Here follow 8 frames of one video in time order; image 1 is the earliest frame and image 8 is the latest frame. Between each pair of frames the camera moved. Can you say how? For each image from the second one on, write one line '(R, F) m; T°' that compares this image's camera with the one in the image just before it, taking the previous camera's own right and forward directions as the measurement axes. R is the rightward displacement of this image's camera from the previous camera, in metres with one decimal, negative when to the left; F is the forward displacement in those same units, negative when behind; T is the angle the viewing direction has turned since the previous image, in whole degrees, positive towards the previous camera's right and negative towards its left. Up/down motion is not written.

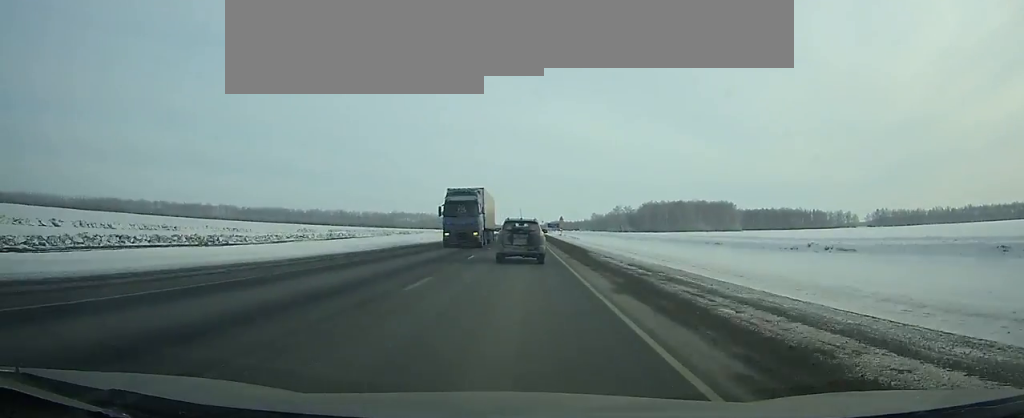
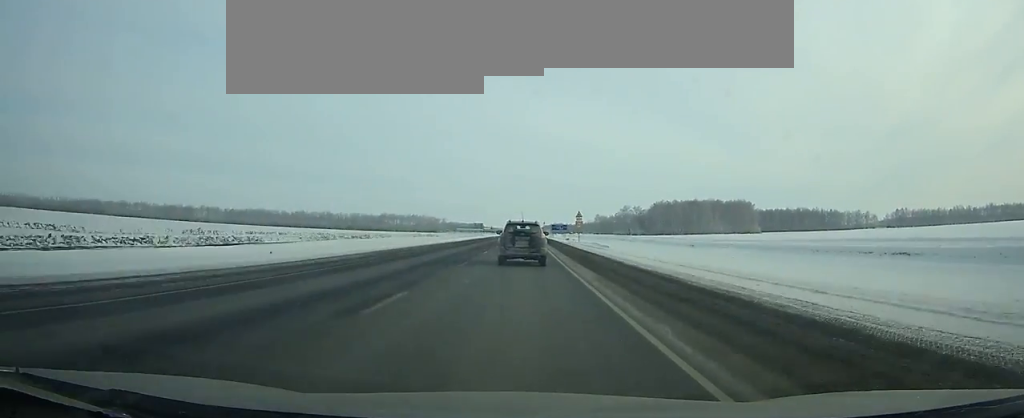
(0.0, +40.1) m; 0°
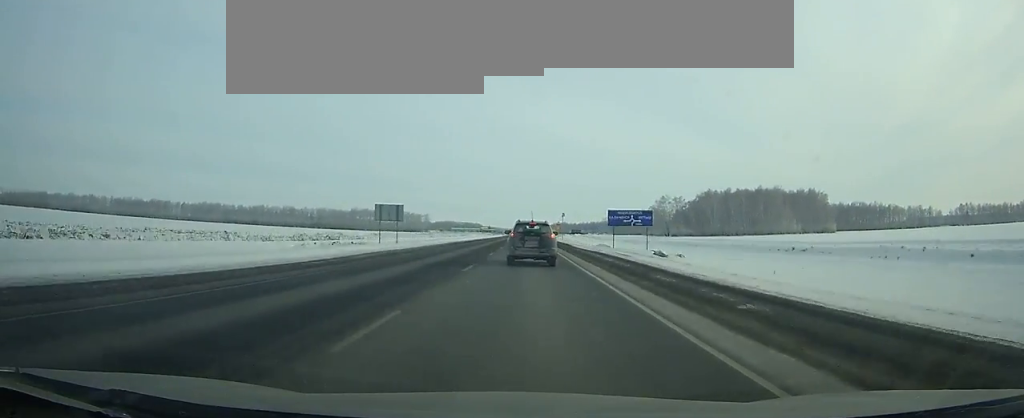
(-0.2, +95.6) m; 0°
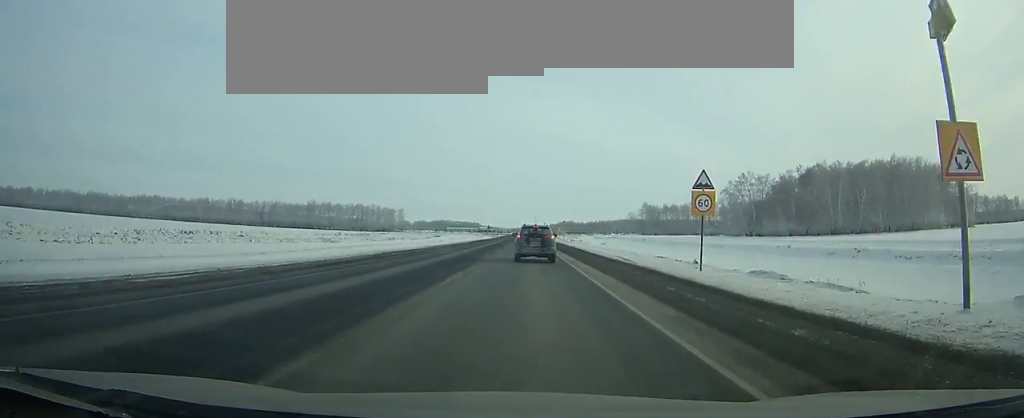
(0.0, +102.4) m; 0°
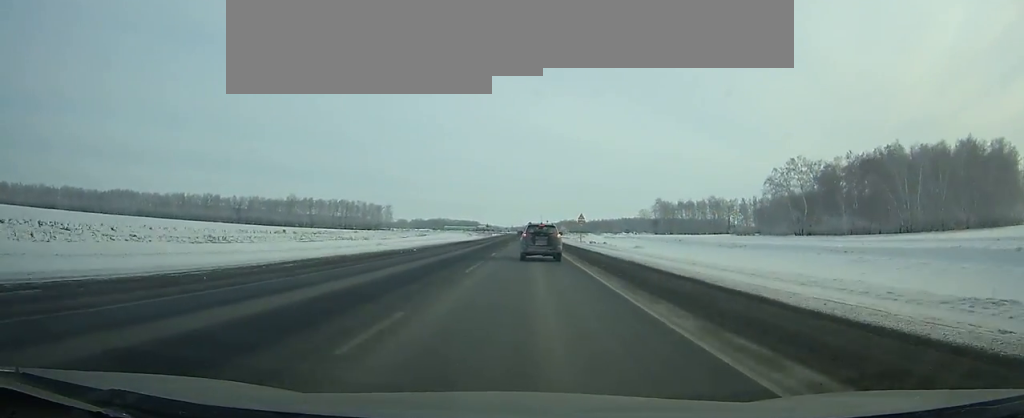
(-0.1, +32.5) m; 0°
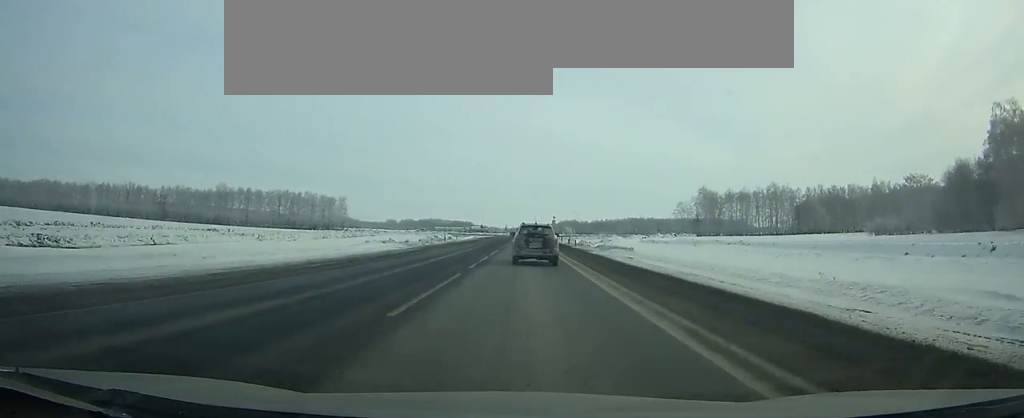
(0.0, +74.7) m; 0°
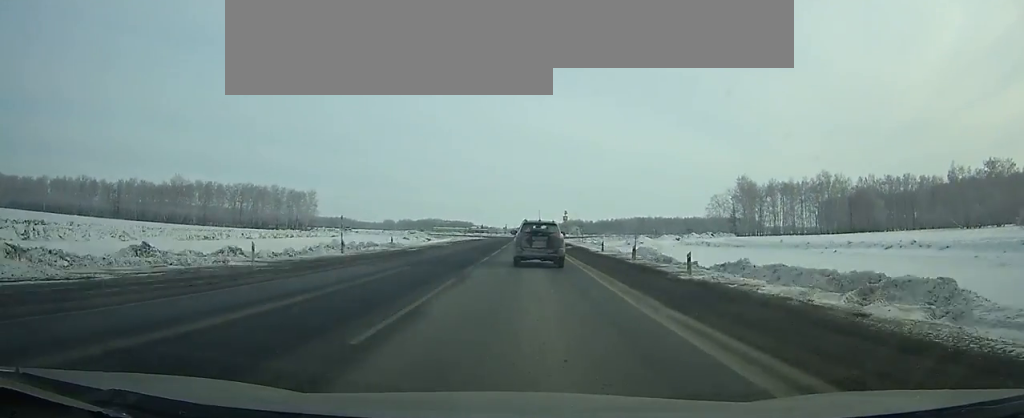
(0.0, +36.2) m; 0°
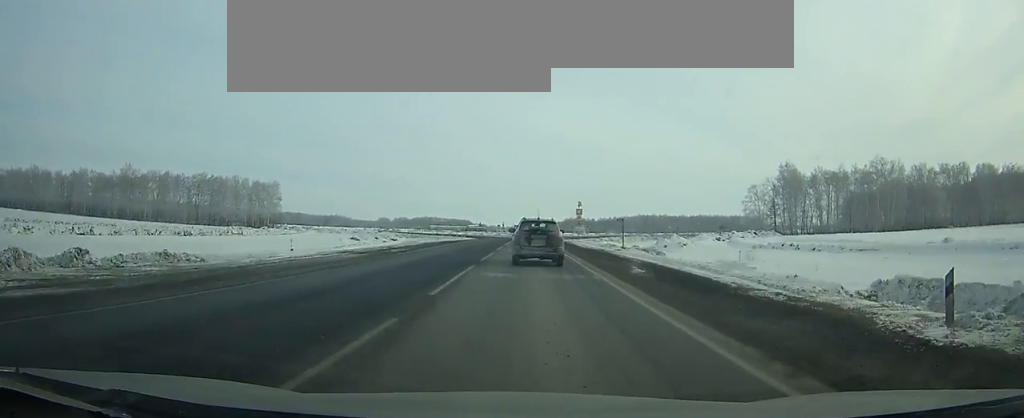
(0.0, +30.3) m; 0°
